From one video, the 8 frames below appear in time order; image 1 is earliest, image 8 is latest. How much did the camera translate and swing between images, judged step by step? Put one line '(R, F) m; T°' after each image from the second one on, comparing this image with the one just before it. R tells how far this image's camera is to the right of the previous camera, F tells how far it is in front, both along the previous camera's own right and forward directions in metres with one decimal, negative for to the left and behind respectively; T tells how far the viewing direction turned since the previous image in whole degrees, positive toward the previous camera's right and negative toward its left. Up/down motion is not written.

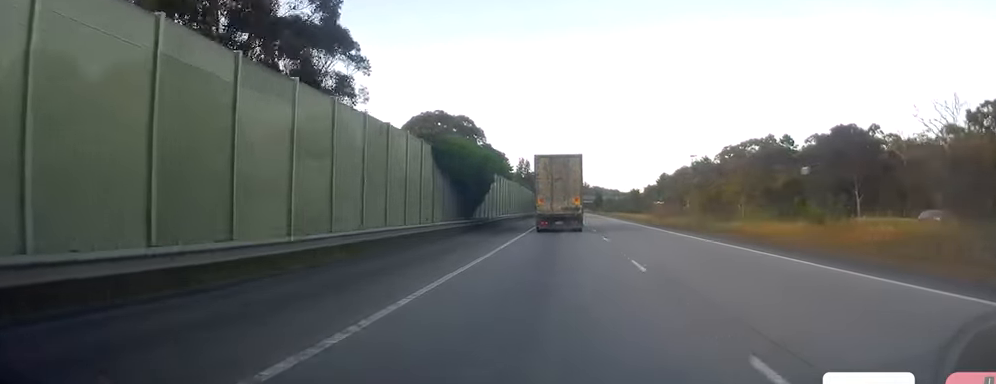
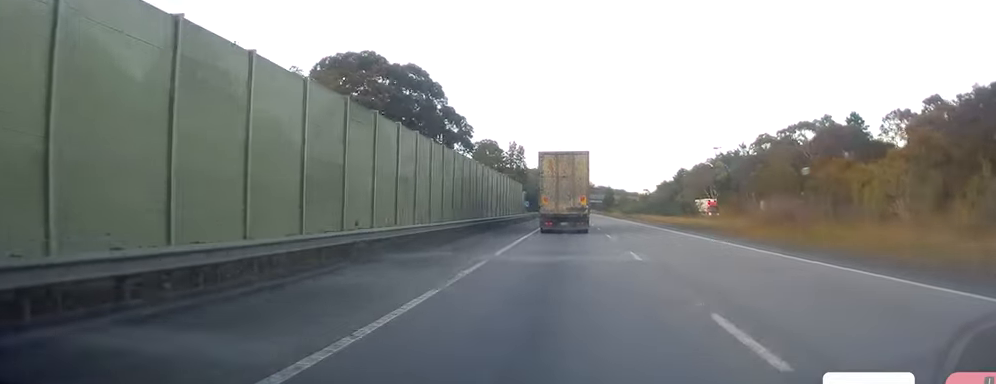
(0.0, +45.5) m; 0°
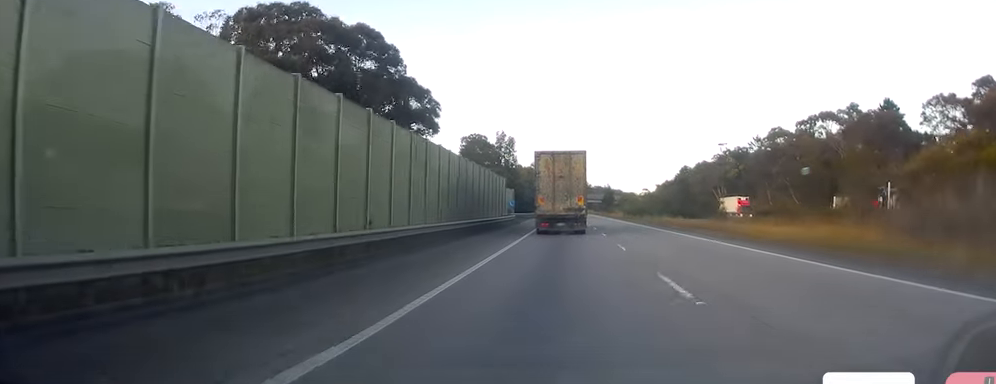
(0.0, +18.8) m; 0°
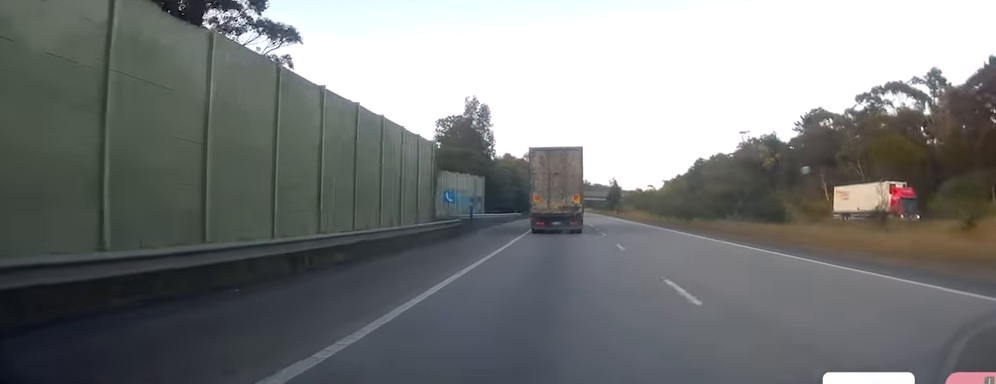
(+0.2, +37.6) m; +1°
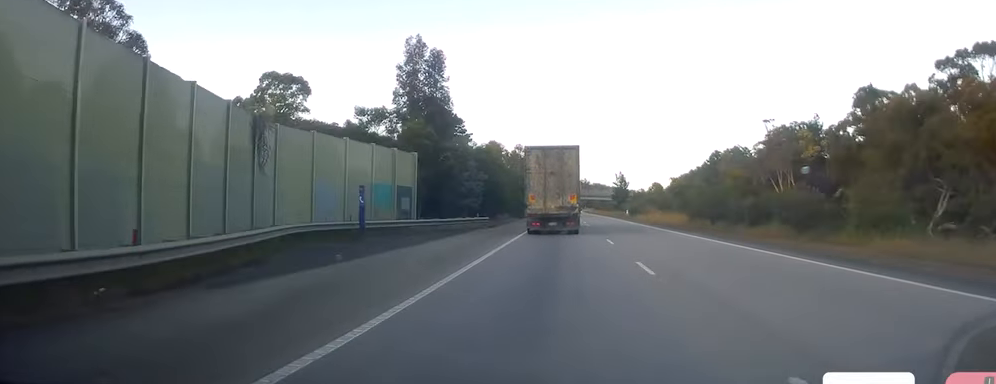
(-0.1, +32.0) m; -1°
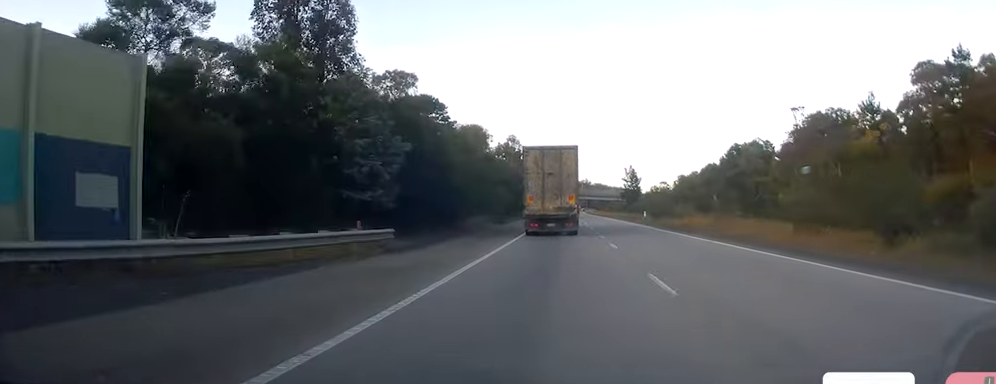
(-0.1, +27.2) m; +1°
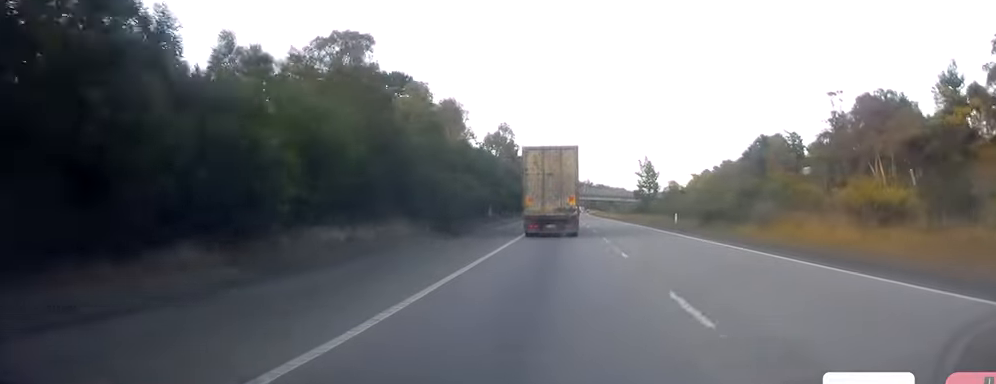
(+0.3, +27.1) m; 0°
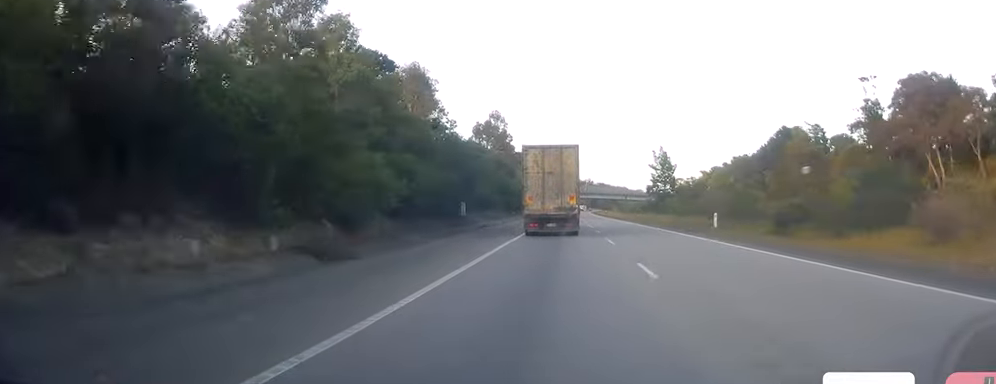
(0.0, +18.8) m; 0°
